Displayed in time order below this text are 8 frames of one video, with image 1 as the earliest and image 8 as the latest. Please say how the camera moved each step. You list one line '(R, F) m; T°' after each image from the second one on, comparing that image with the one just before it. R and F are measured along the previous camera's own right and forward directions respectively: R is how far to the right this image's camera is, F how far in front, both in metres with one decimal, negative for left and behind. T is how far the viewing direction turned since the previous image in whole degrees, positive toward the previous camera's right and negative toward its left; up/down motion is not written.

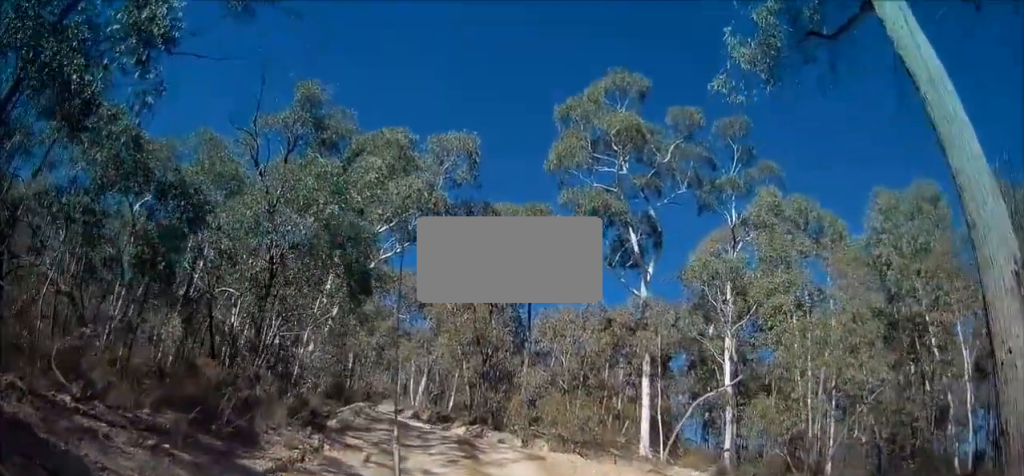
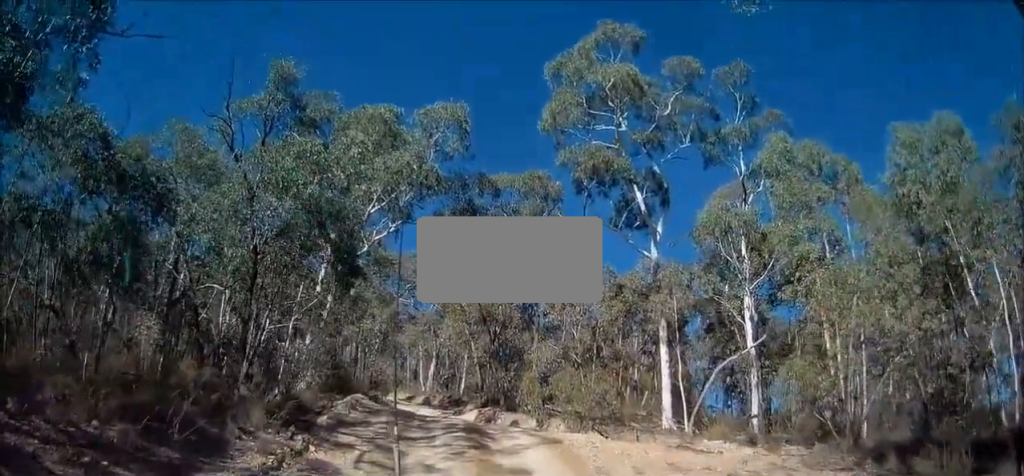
(+0.4, +1.2) m; -2°
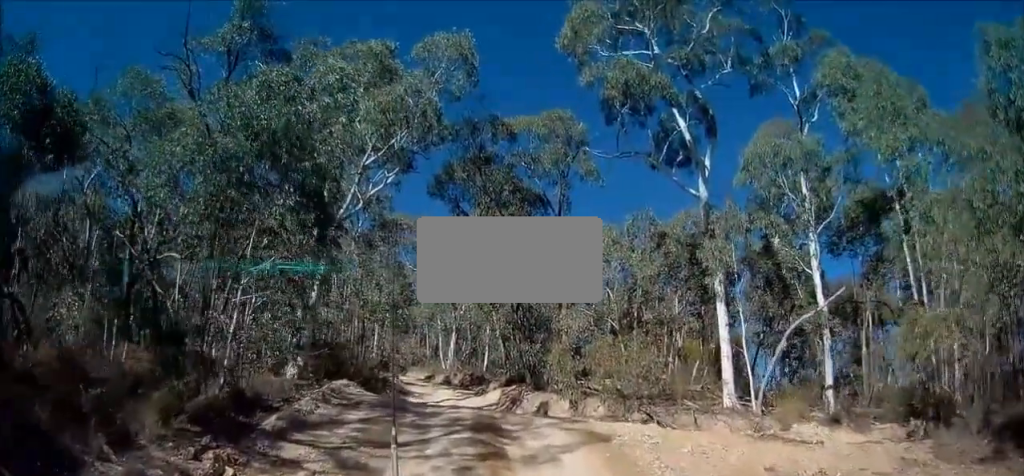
(-1.1, +3.3) m; -22°
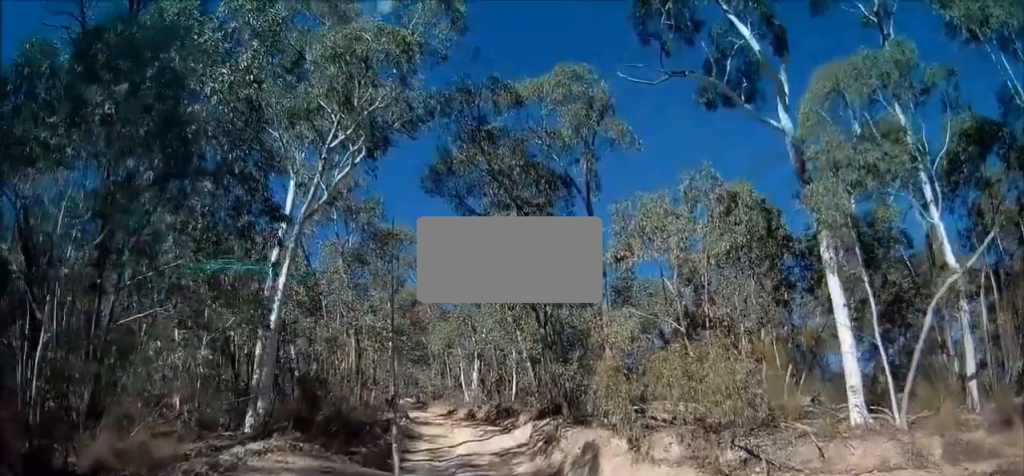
(+0.4, +4.7) m; +4°
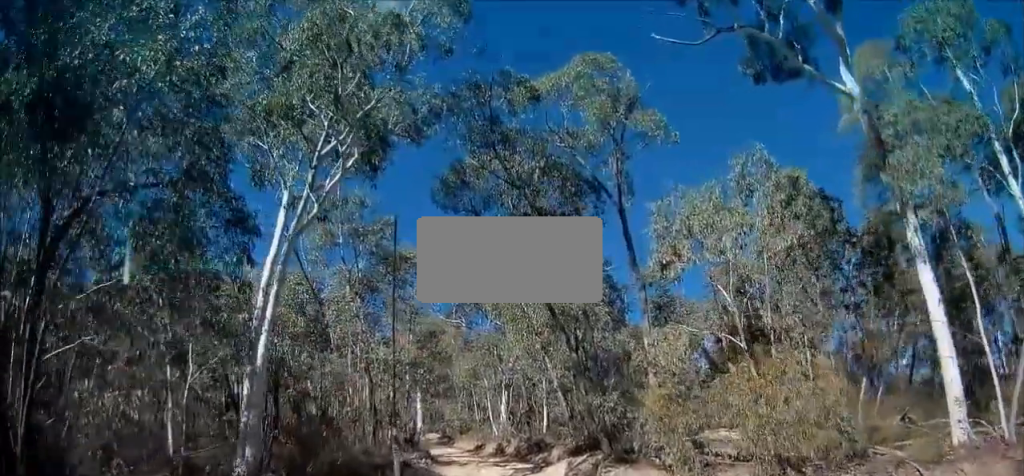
(-0.1, +2.1) m; -6°
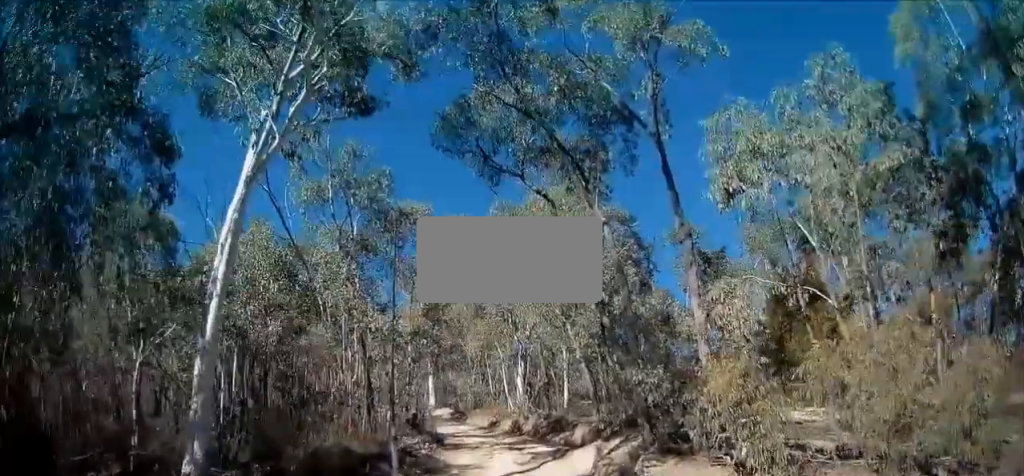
(-0.4, +2.8) m; -9°
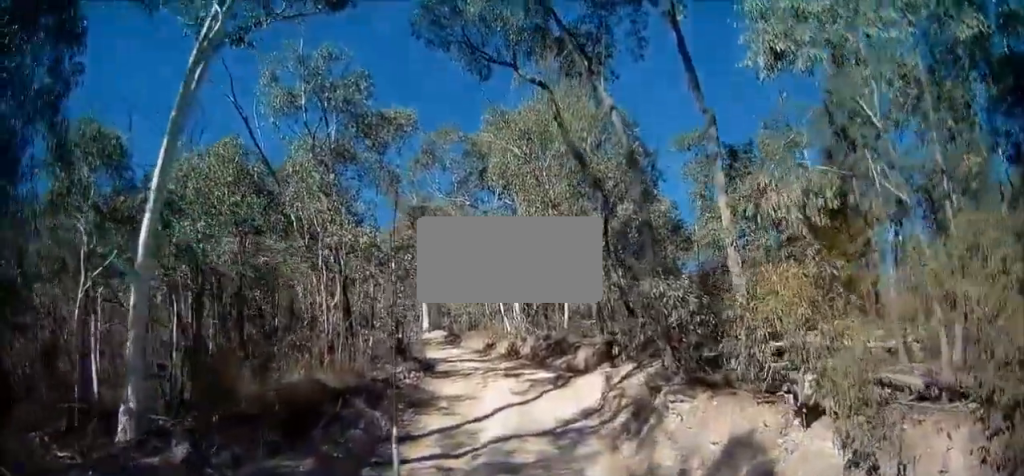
(-0.1, +1.8) m; 0°
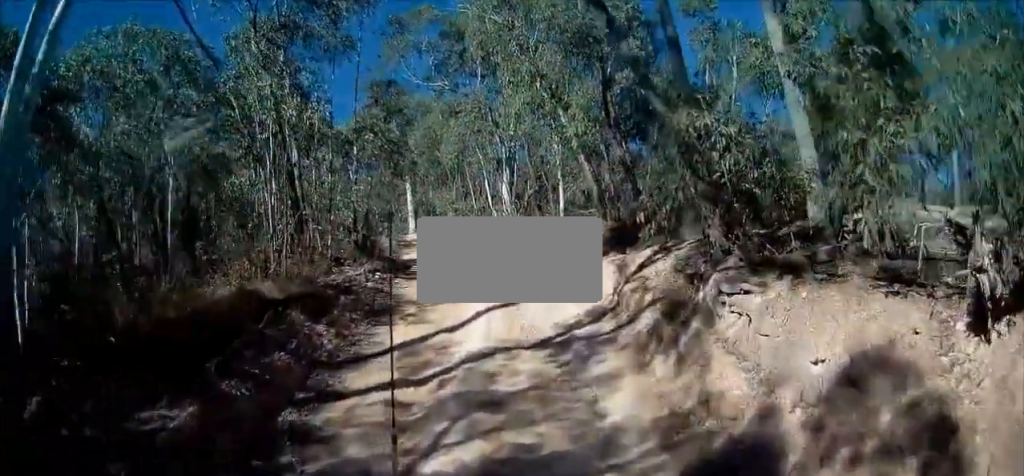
(0.0, +2.6) m; +5°
